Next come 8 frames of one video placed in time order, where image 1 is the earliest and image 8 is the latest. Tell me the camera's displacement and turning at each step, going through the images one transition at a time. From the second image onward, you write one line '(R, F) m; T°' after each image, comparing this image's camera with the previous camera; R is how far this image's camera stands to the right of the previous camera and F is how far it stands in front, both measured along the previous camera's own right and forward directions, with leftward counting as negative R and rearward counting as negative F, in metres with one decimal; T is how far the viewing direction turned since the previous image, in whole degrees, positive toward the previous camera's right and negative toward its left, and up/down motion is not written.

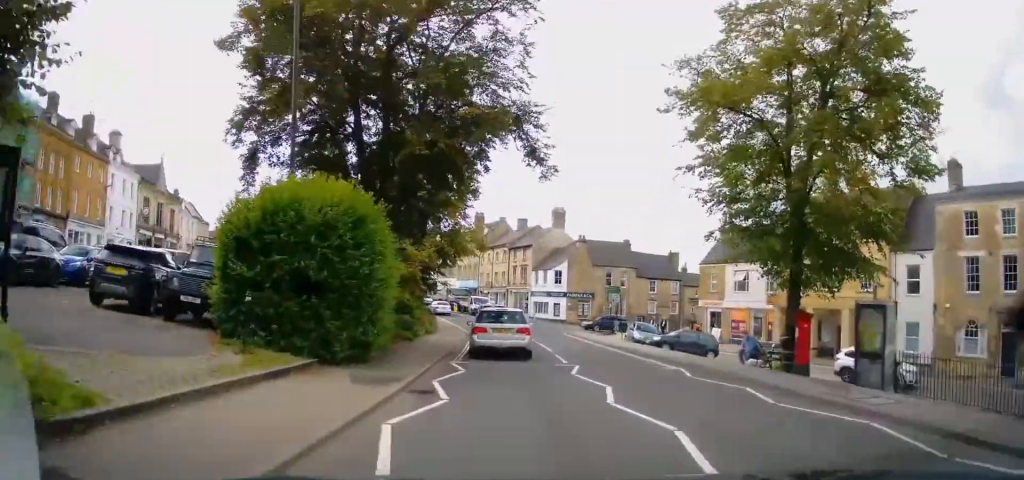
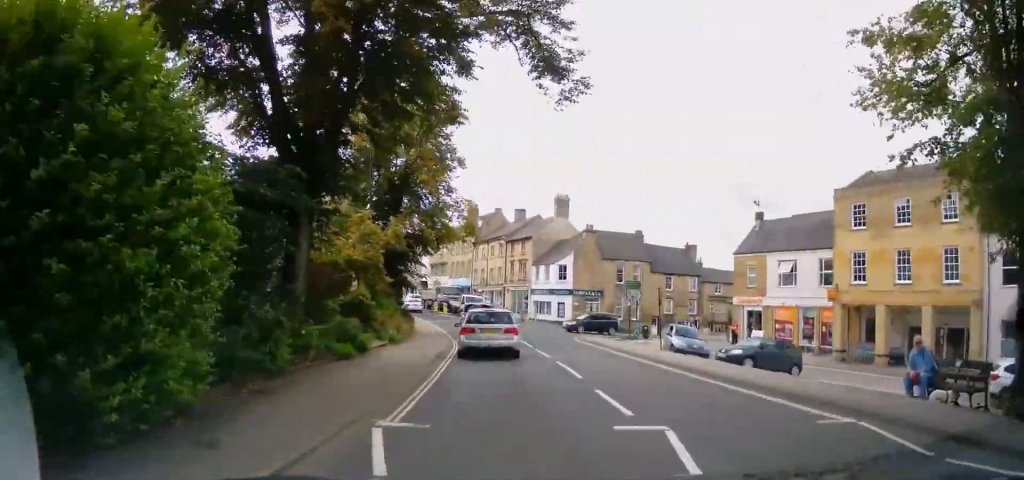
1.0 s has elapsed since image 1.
(+0.6, +8.3) m; +1°
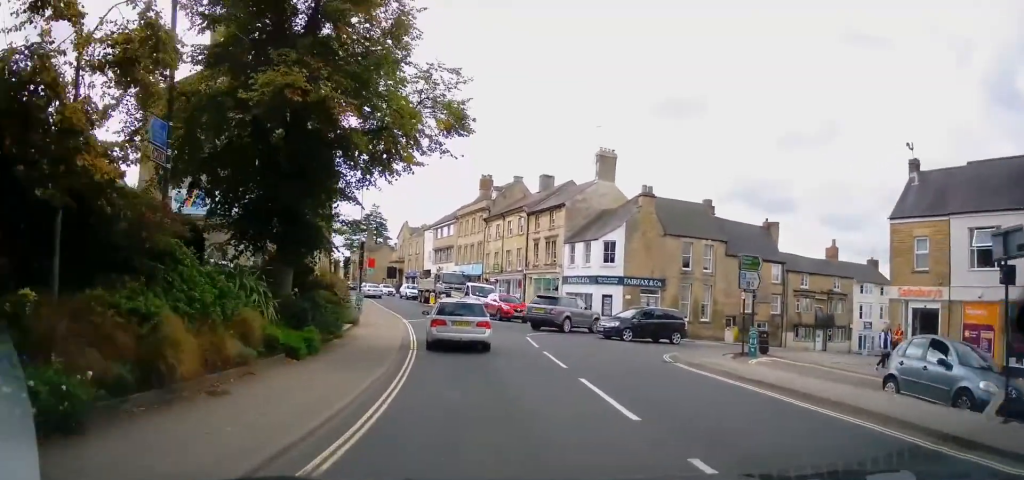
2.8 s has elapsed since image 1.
(-0.4, +16.2) m; -2°
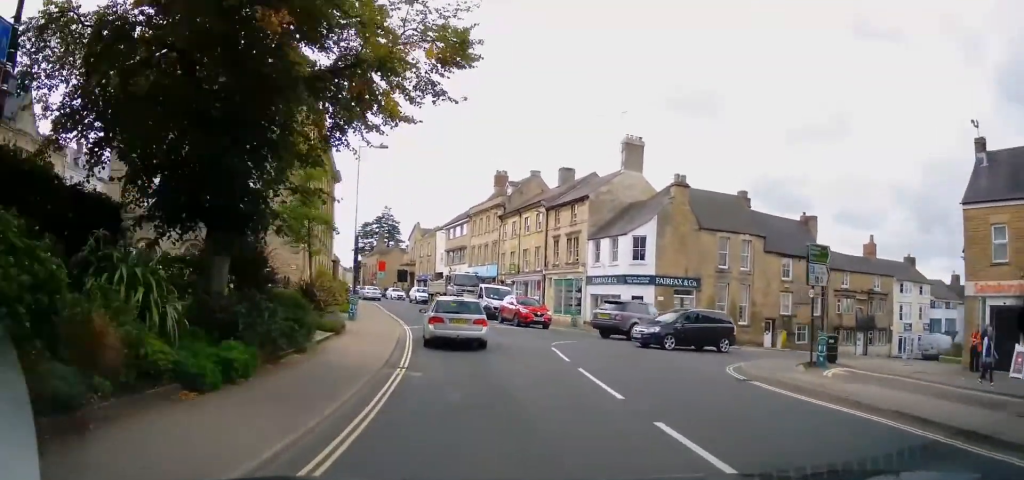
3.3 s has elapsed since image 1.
(-0.1, +4.1) m; -2°
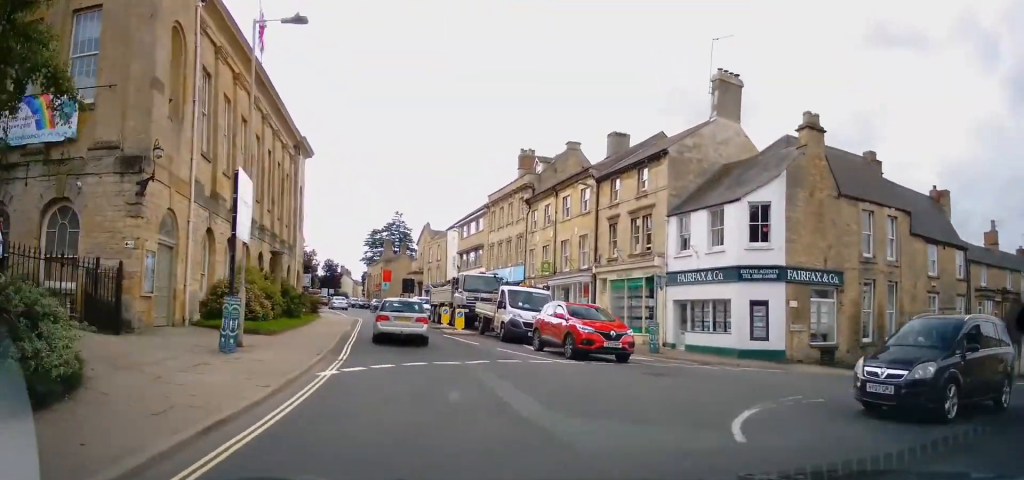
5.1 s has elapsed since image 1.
(-0.6, +14.5) m; -1°
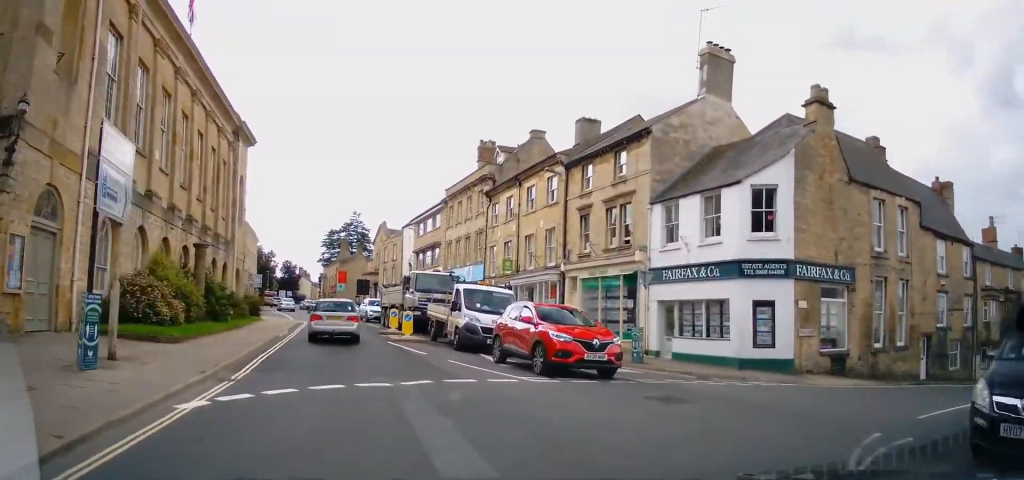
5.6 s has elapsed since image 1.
(0.0, +4.1) m; +4°
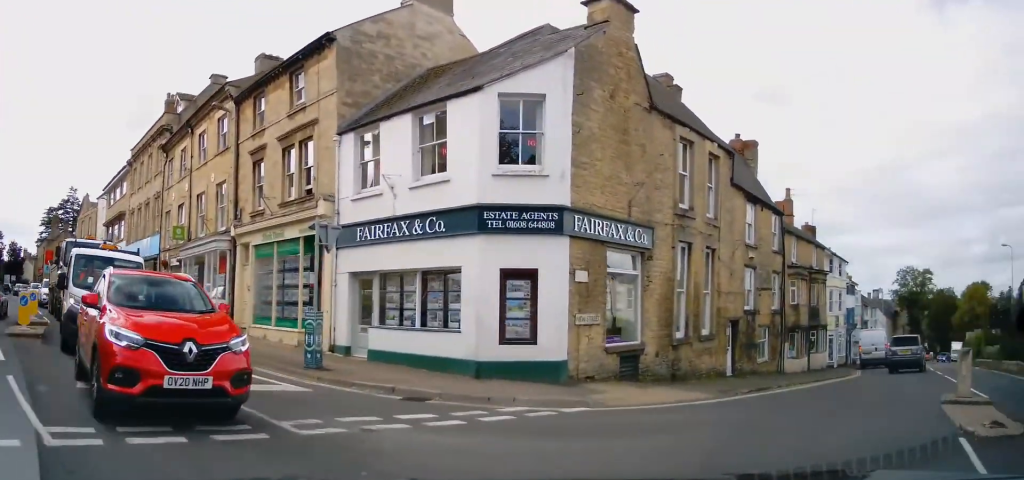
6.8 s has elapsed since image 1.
(+0.7, +7.9) m; +19°
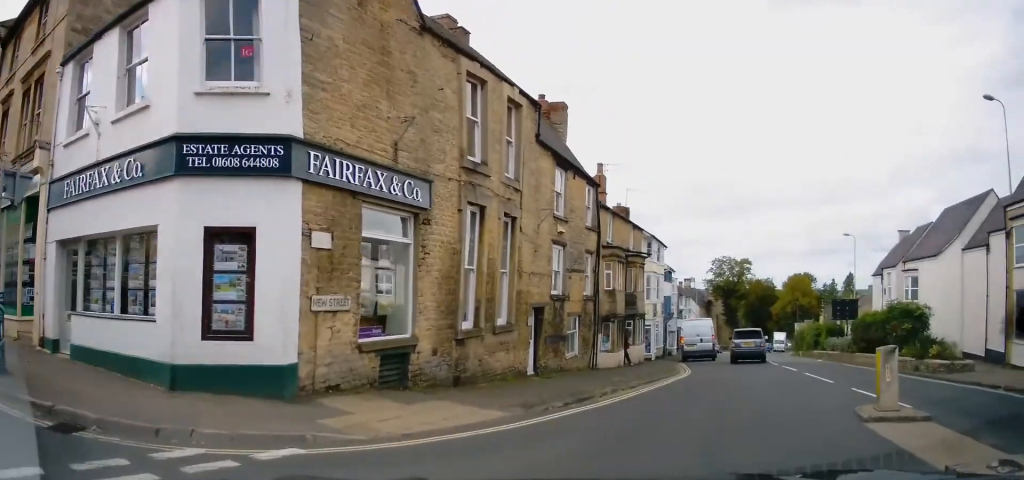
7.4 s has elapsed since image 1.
(+0.9, +4.2) m; +21°
